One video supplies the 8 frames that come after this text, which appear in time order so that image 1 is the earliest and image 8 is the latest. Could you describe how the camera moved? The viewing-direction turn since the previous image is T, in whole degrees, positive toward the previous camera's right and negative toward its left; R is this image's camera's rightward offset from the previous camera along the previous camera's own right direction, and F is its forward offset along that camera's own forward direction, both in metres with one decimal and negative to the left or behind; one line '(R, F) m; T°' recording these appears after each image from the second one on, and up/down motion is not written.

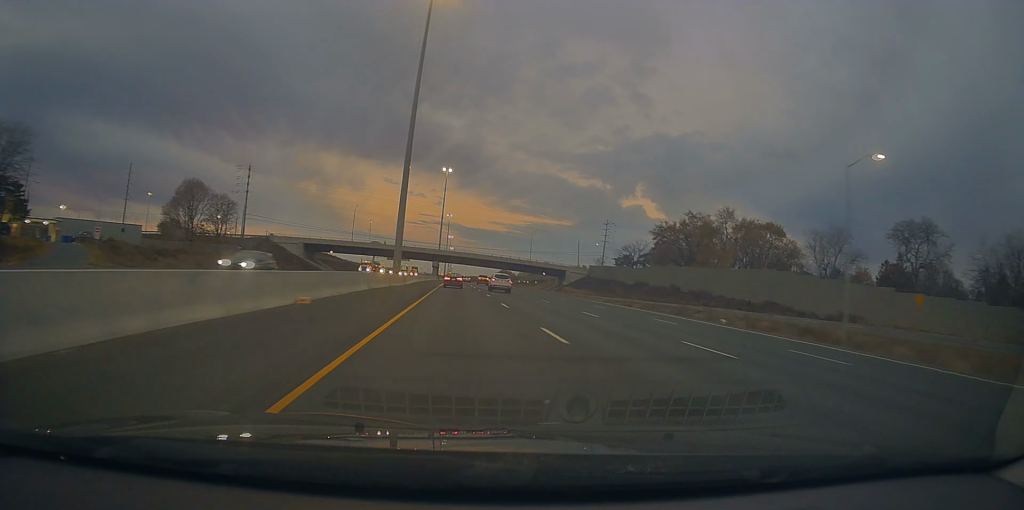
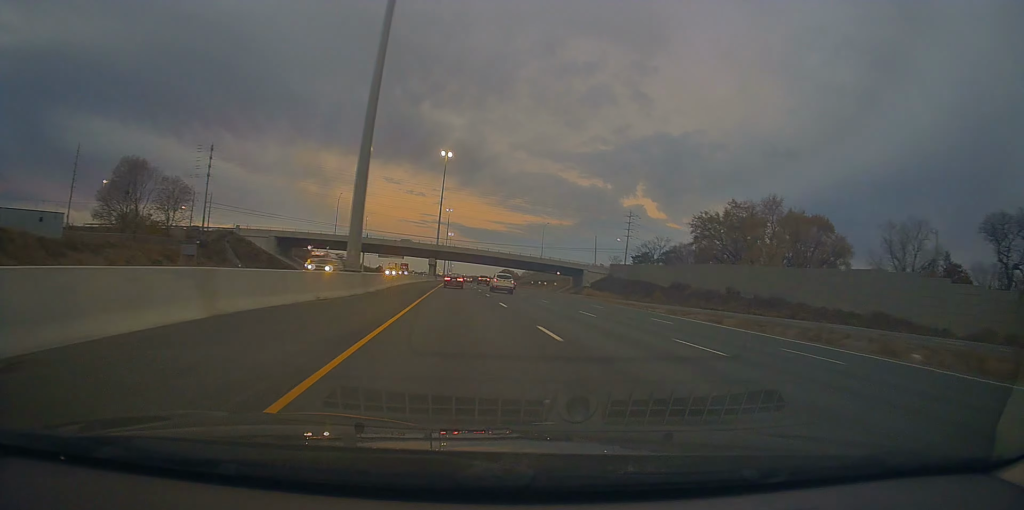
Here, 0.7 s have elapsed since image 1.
(0.0, +24.0) m; 0°
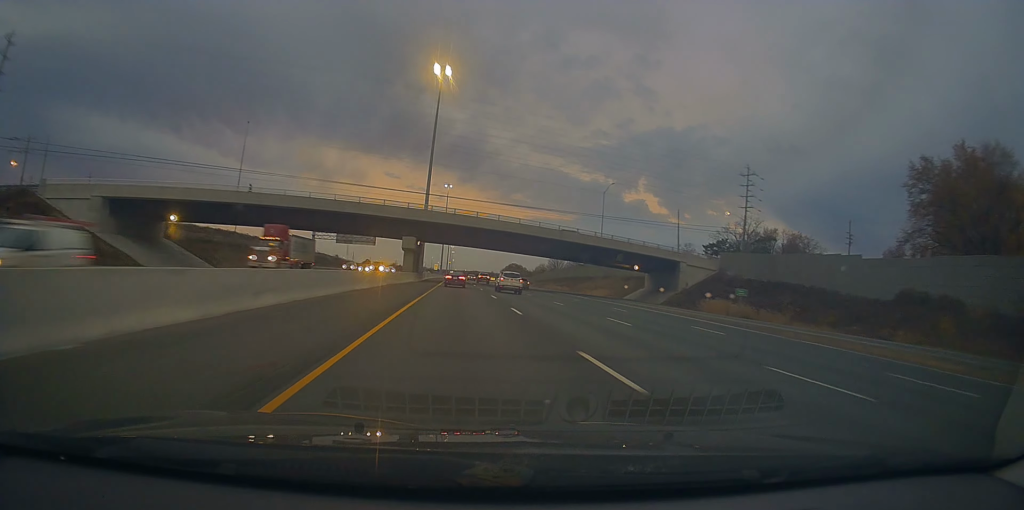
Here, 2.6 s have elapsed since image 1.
(0.0, +66.2) m; 0°
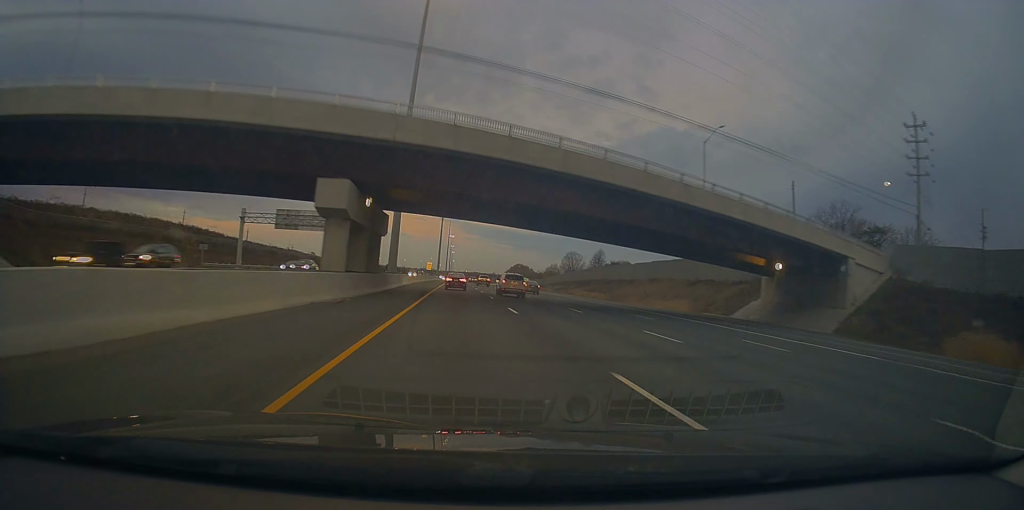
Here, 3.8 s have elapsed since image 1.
(+0.1, +41.2) m; 0°
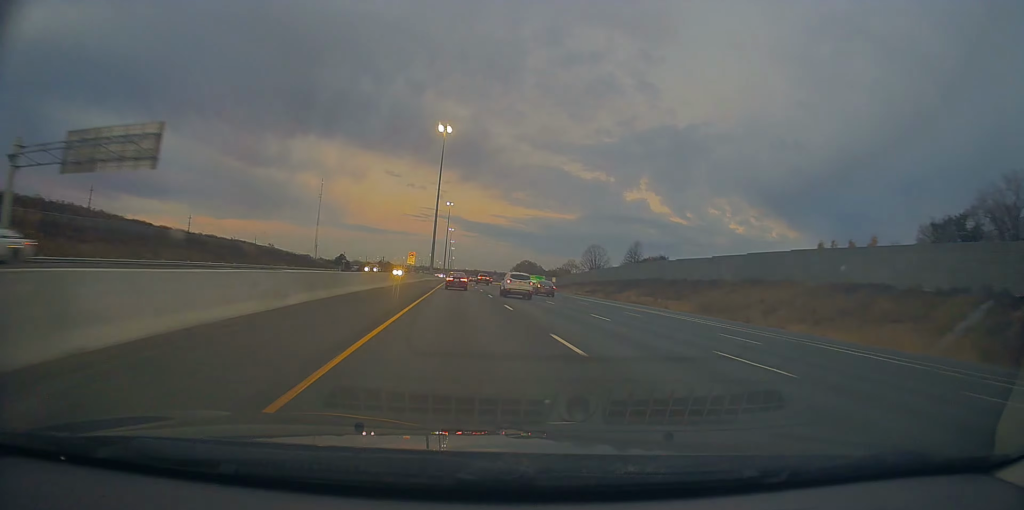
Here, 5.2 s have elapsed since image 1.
(-0.2, +46.8) m; 0°
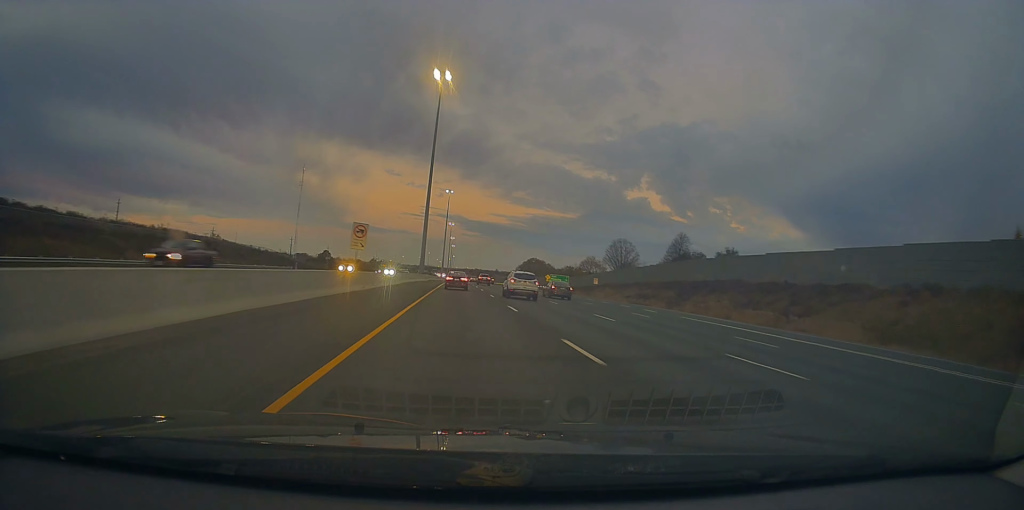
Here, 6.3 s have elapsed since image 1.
(+0.1, +37.7) m; 0°
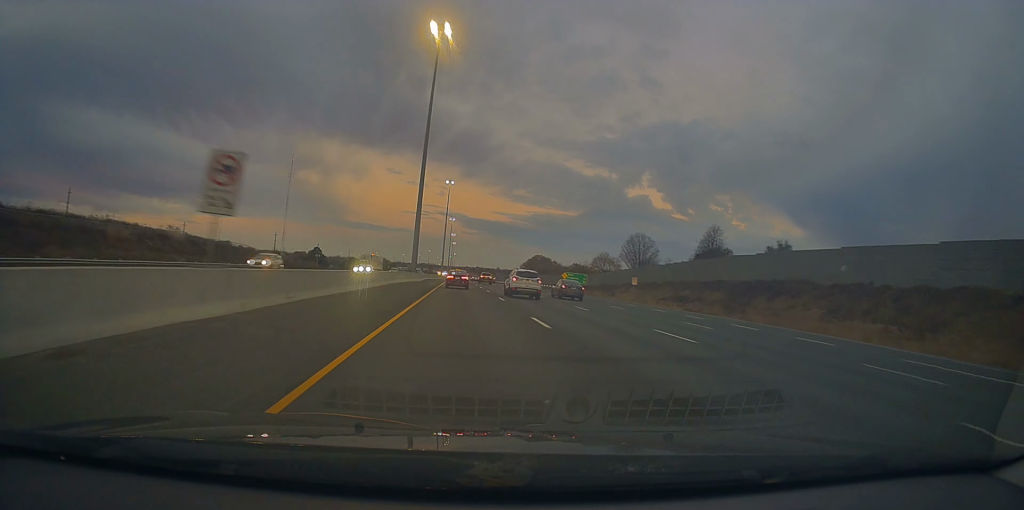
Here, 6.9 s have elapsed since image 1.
(0.0, +19.5) m; 0°
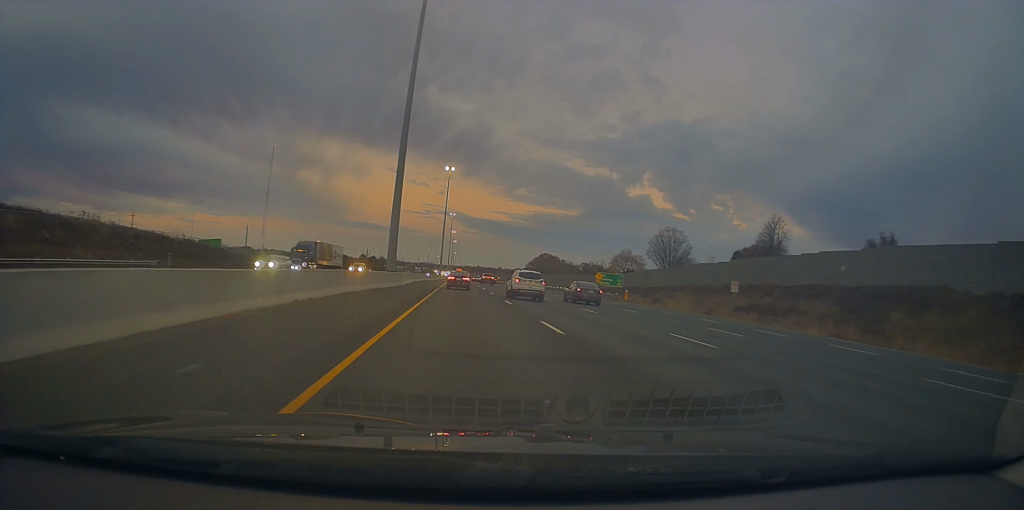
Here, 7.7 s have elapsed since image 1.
(0.0, +27.3) m; 0°
